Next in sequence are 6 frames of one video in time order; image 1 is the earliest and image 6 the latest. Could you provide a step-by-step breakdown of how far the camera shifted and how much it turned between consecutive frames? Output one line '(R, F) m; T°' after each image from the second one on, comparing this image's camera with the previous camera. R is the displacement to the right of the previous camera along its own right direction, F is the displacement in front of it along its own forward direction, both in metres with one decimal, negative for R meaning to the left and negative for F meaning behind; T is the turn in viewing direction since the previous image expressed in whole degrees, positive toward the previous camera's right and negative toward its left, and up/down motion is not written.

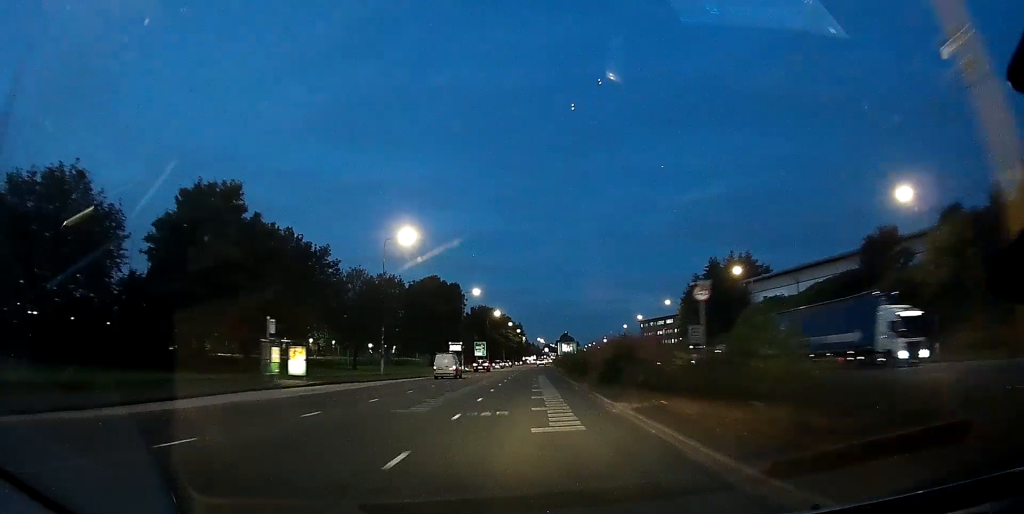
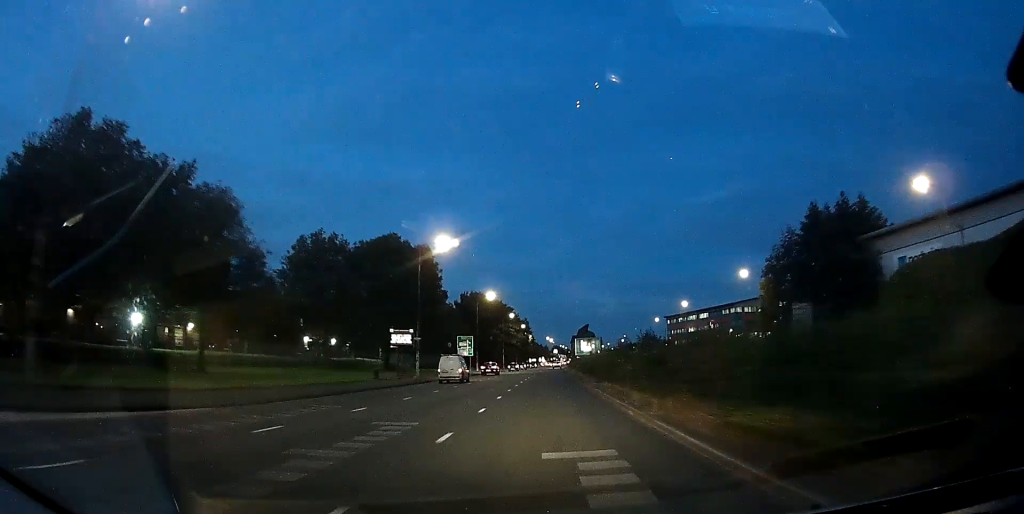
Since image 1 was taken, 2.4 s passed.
(-1.2, +40.5) m; 0°
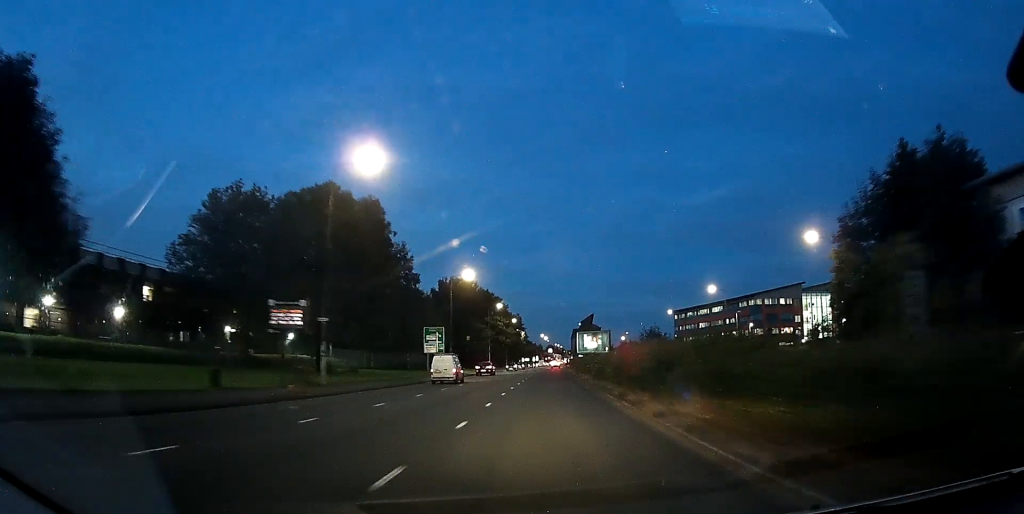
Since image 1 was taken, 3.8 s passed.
(-0.1, +22.1) m; -1°
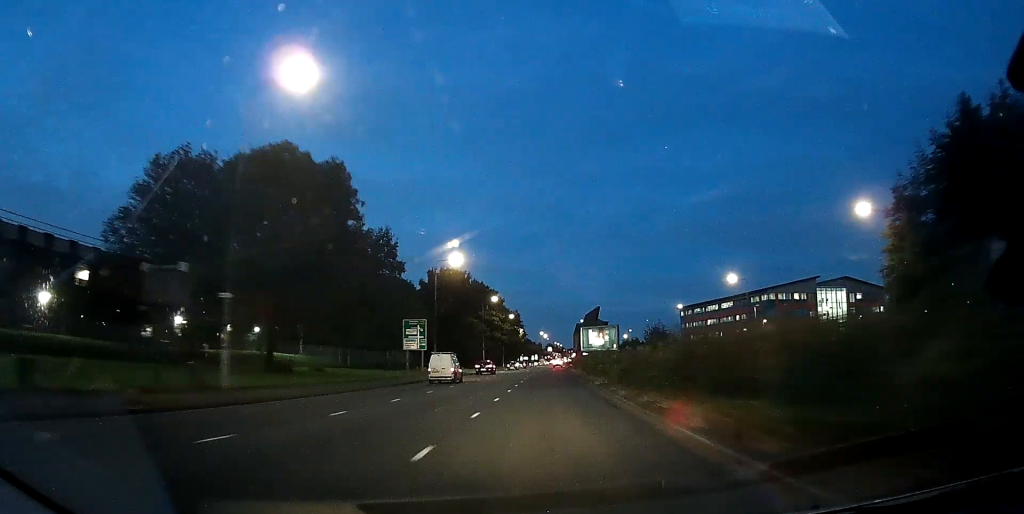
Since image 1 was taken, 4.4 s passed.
(-0.1, +10.2) m; 0°
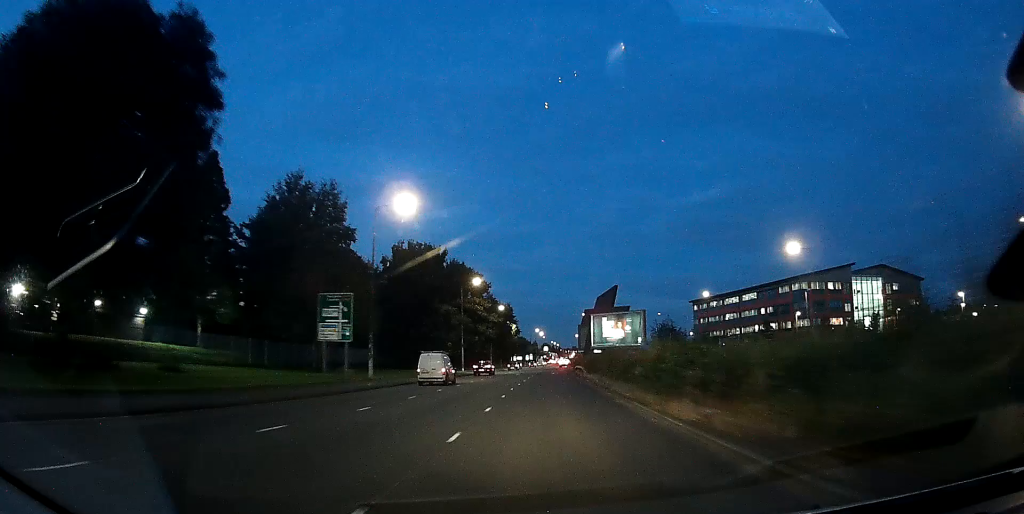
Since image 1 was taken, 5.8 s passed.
(+0.1, +22.1) m; +1°
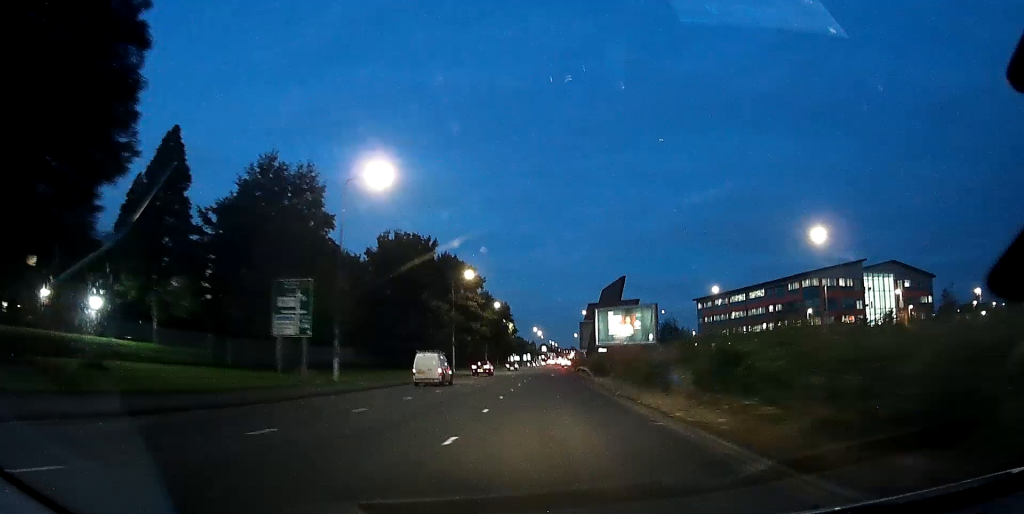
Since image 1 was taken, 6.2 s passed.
(0.0, +6.5) m; 0°
